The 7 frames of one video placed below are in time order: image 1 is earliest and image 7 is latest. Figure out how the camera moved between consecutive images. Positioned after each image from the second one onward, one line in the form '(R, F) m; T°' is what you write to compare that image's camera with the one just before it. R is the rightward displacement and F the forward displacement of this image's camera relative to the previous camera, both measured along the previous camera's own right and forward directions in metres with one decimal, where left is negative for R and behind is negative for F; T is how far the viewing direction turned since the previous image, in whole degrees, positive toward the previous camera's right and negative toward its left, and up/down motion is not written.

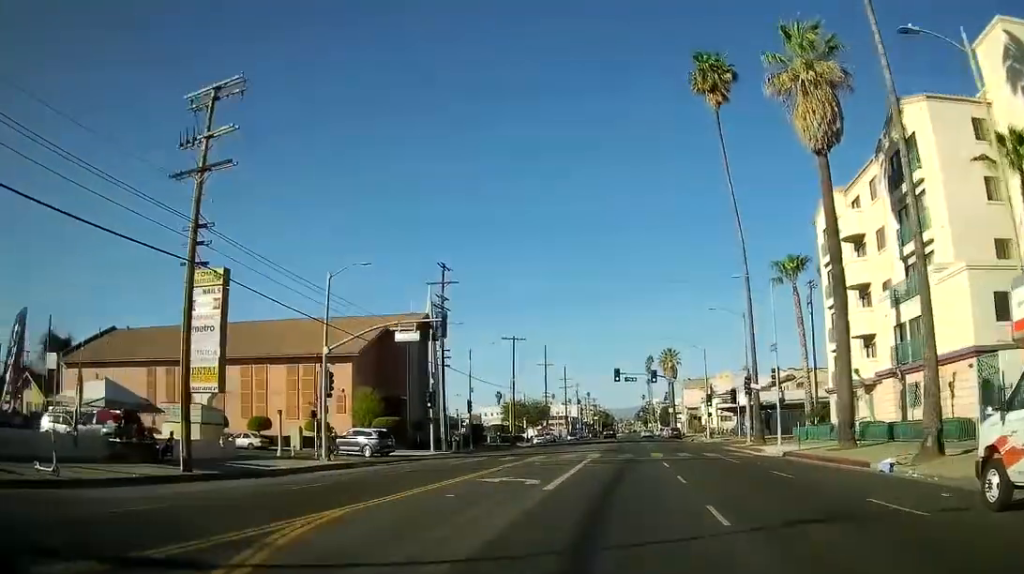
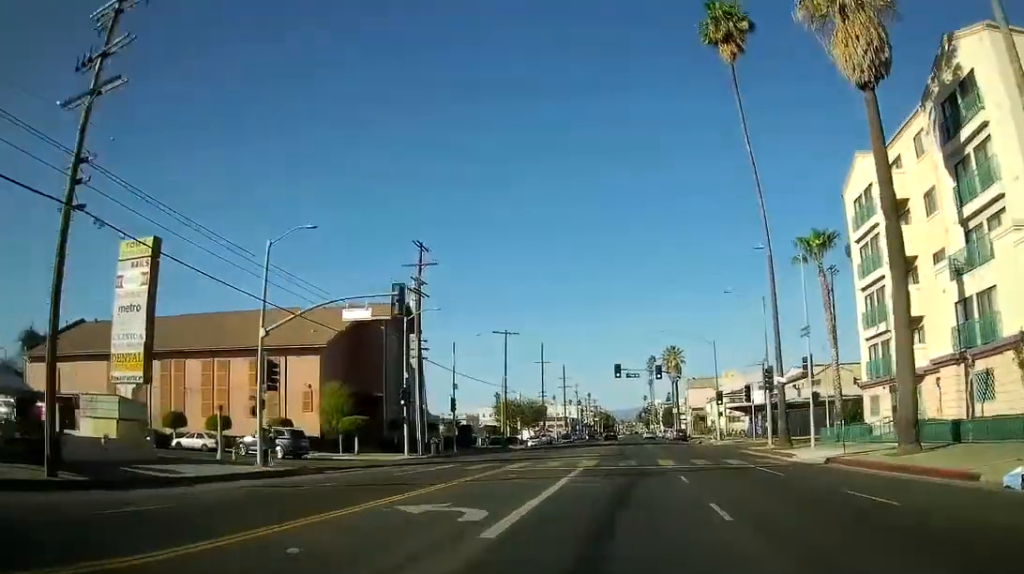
(0.0, +7.1) m; 0°
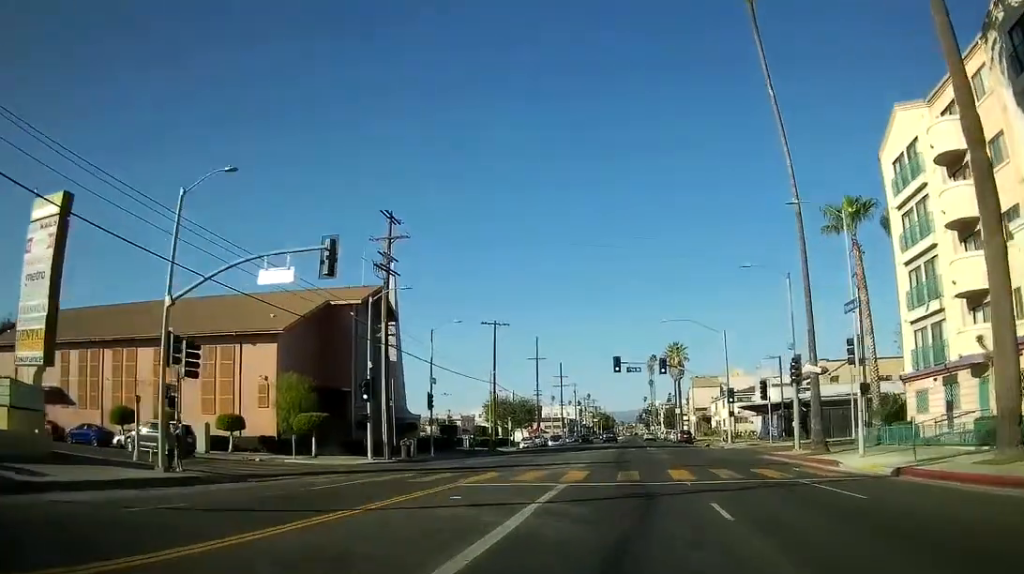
(0.0, +7.7) m; 0°
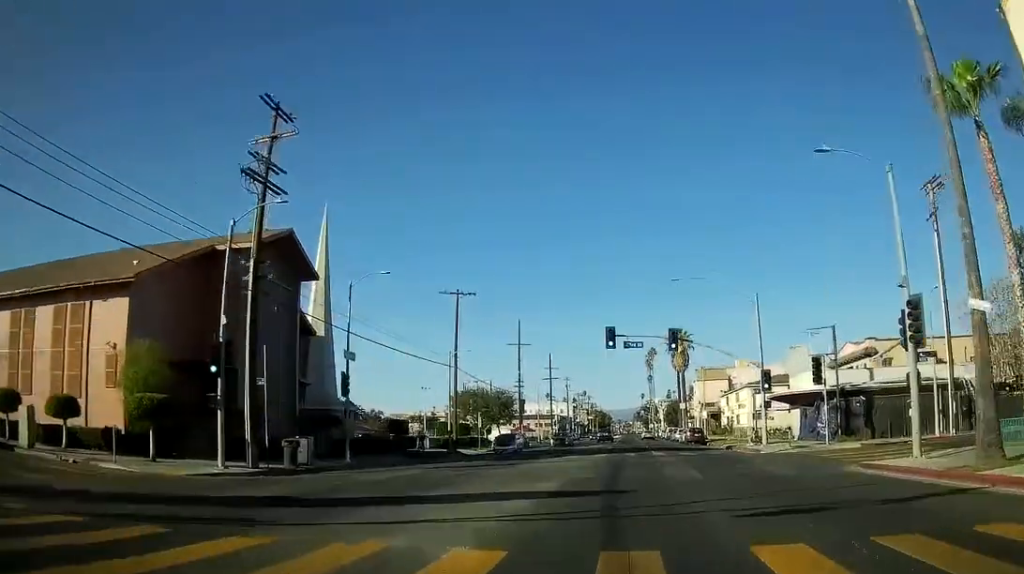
(0.0, +16.8) m; 0°
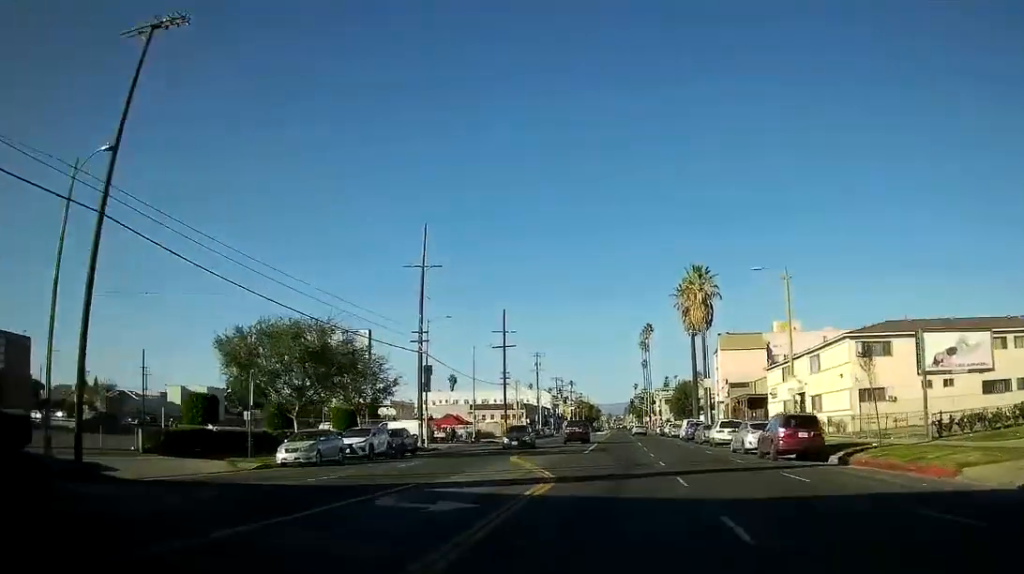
(0.0, +43.8) m; 0°
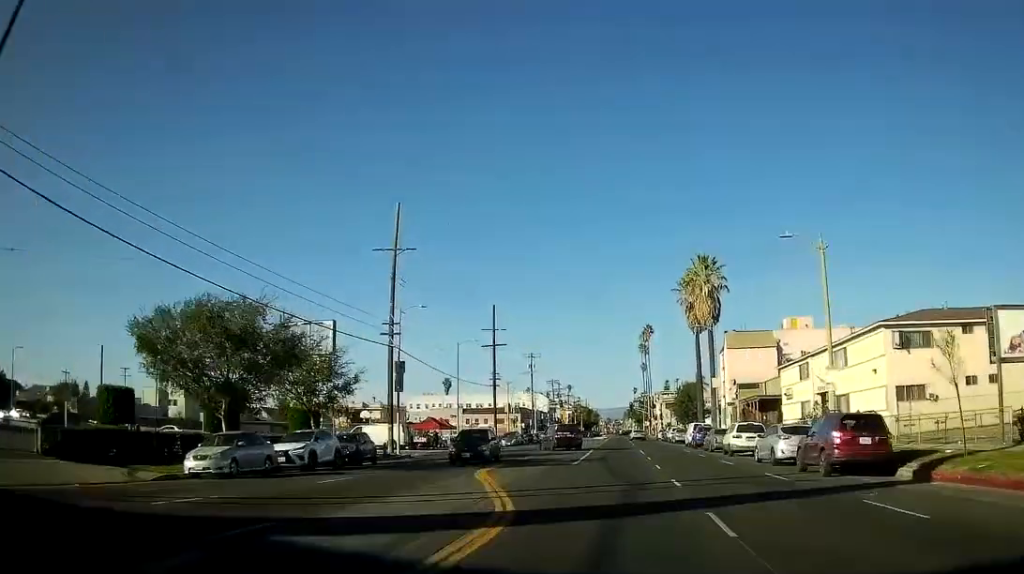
(0.0, +7.2) m; 0°
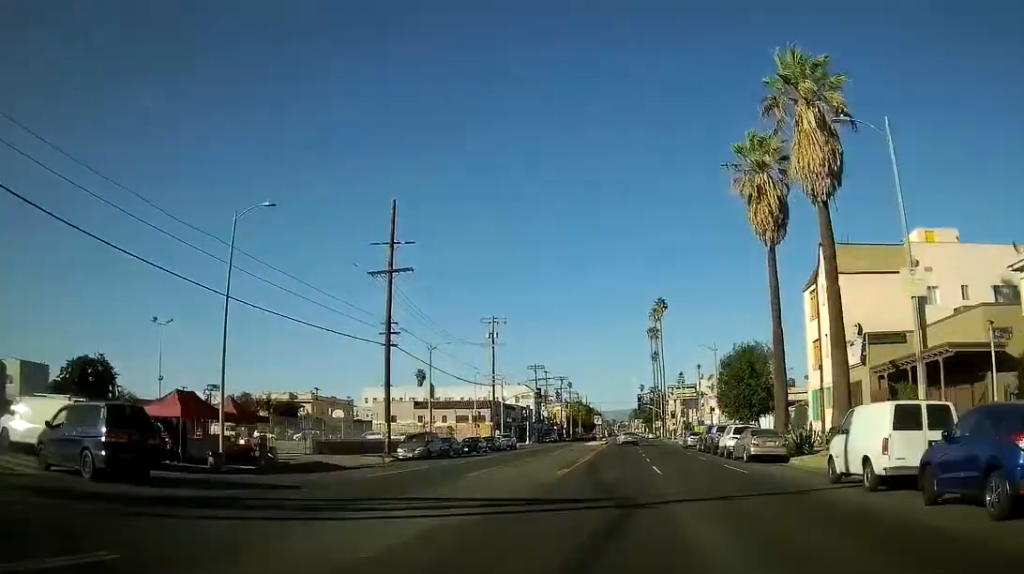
(0.0, +42.4) m; 0°
